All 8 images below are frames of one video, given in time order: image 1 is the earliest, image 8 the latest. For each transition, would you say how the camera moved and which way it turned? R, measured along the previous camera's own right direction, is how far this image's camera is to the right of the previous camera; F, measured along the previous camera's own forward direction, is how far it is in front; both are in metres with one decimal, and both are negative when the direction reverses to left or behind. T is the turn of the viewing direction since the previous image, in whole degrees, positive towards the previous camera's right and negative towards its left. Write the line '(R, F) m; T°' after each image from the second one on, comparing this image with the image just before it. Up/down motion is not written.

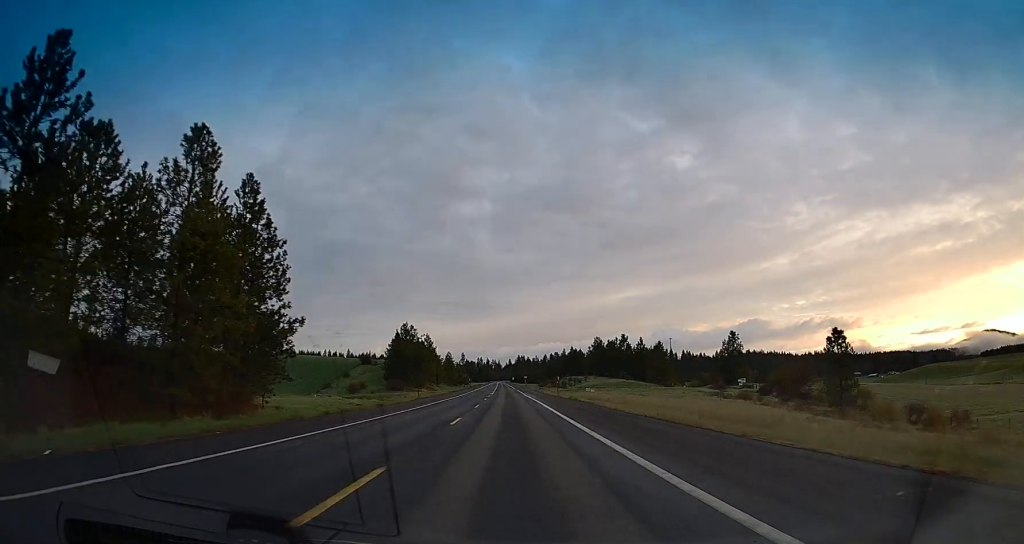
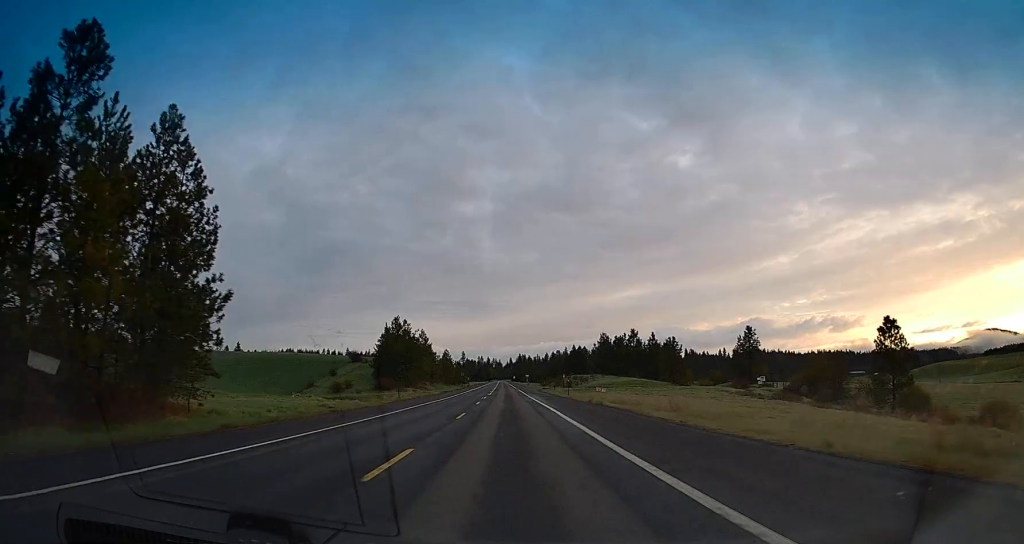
(-0.1, +13.4) m; 0°
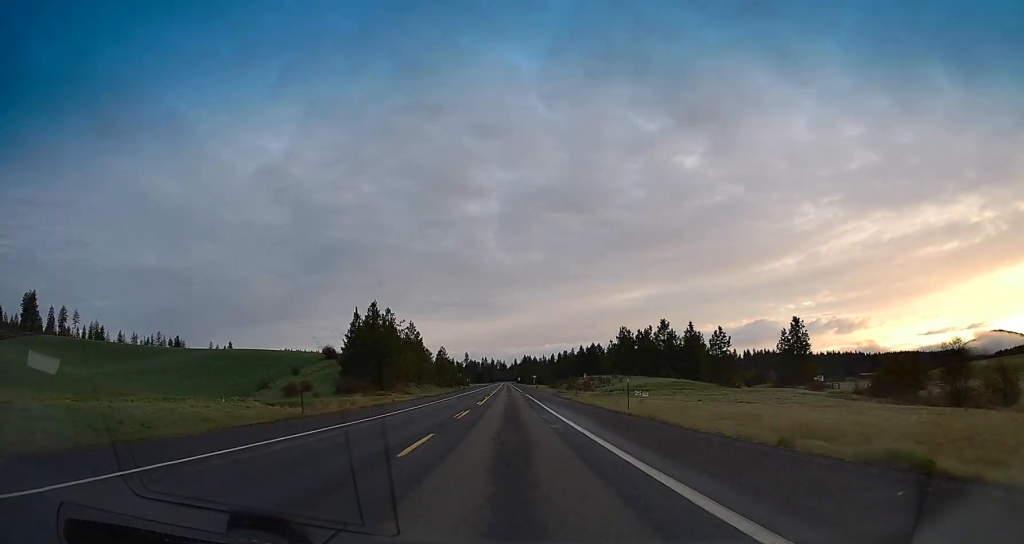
(-0.3, +29.0) m; -1°
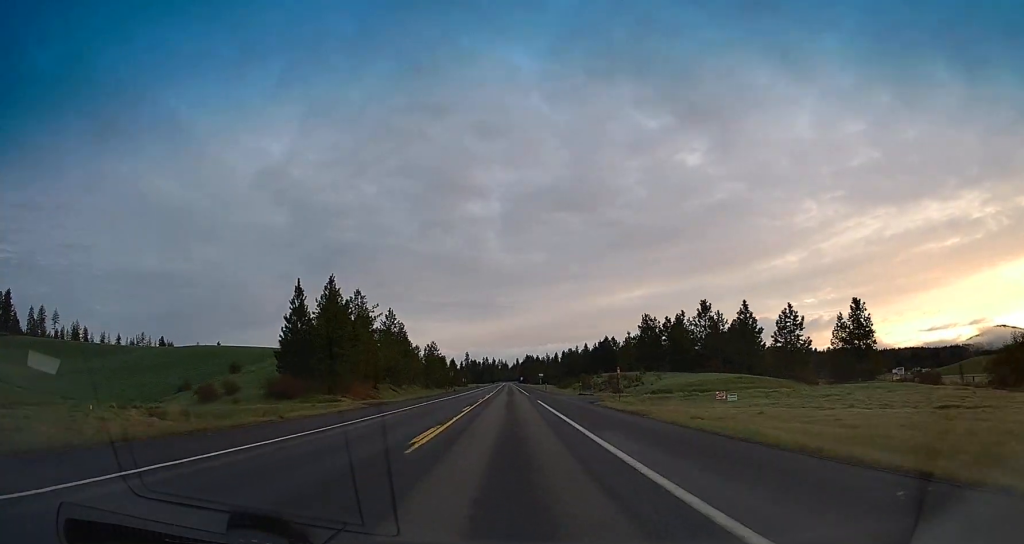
(-0.1, +28.3) m; 0°
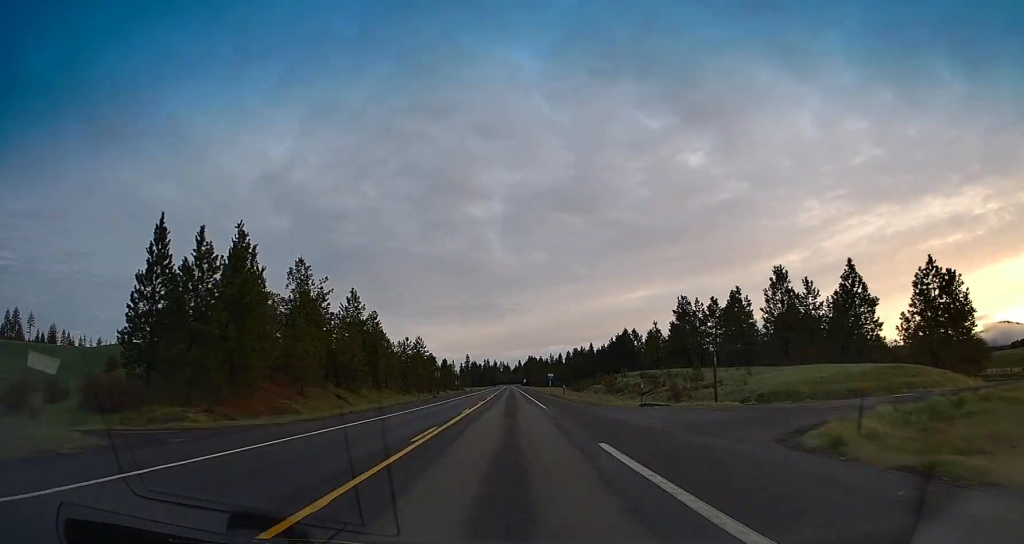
(+0.1, +30.6) m; 0°
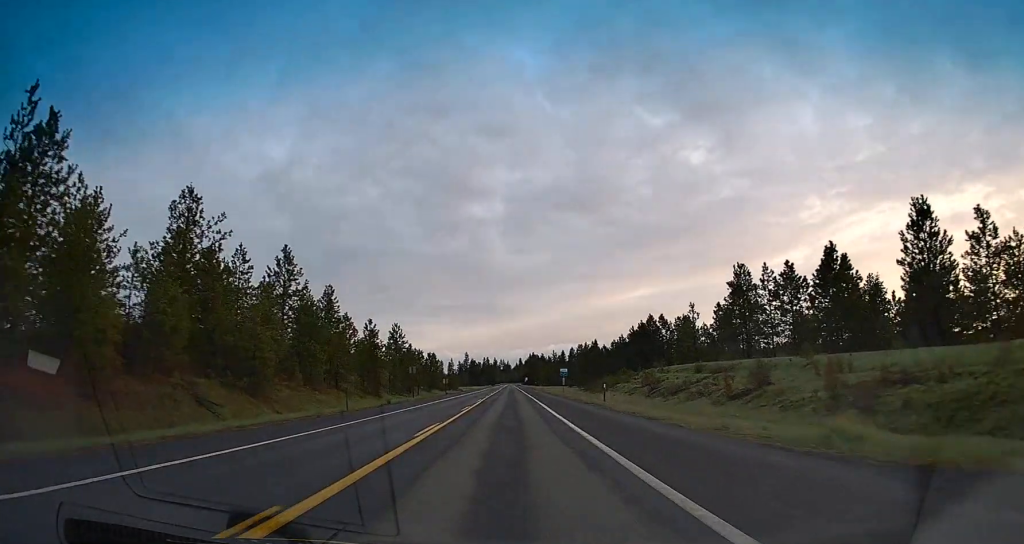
(0.0, +29.7) m; 0°
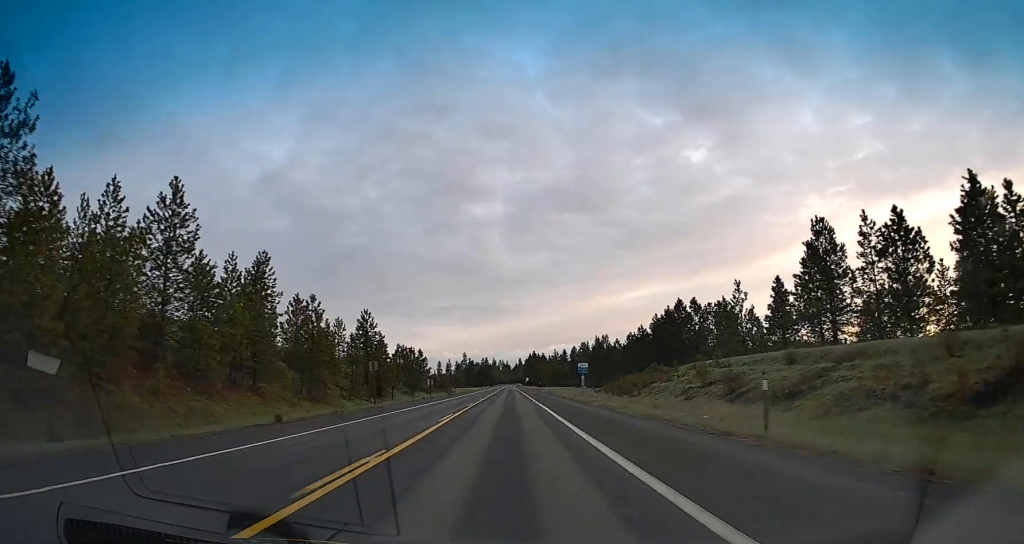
(0.0, +24.3) m; -1°
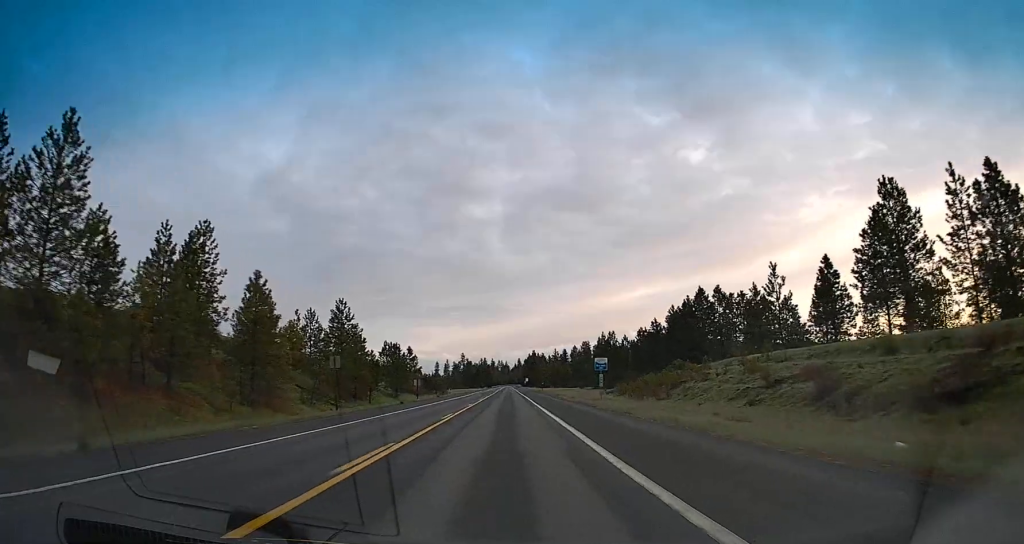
(+0.1, +13.5) m; -1°
